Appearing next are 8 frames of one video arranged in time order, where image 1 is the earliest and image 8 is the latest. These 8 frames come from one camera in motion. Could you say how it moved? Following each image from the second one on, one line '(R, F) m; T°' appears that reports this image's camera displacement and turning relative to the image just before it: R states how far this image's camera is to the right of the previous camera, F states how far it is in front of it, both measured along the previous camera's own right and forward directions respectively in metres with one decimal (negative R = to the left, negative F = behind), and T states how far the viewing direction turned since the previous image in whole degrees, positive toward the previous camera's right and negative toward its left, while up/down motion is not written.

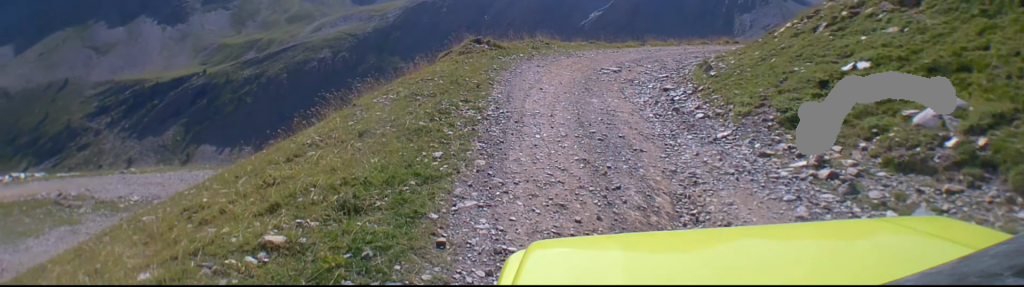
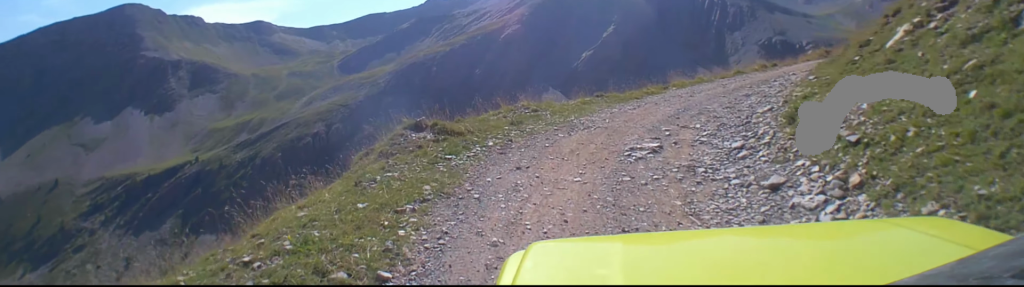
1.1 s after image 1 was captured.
(0.0, +4.7) m; +3°
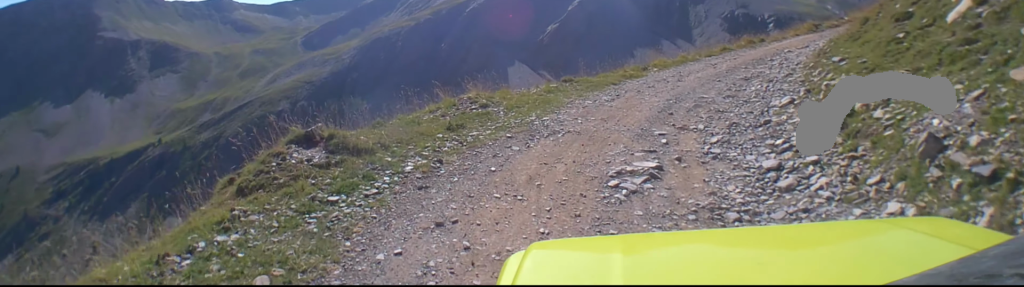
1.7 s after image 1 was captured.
(+0.1, +2.2) m; +8°
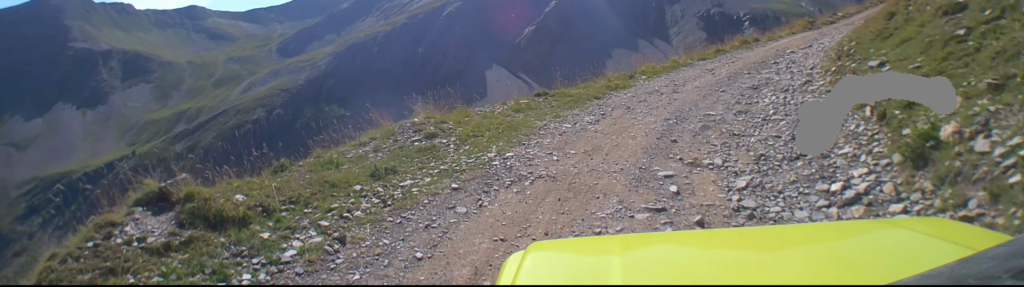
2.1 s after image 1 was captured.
(-0.1, +1.6) m; +7°
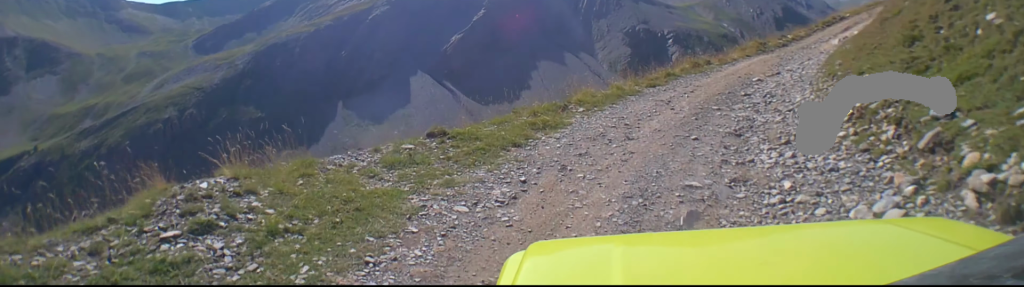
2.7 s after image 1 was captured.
(+0.4, +2.5) m; +10°
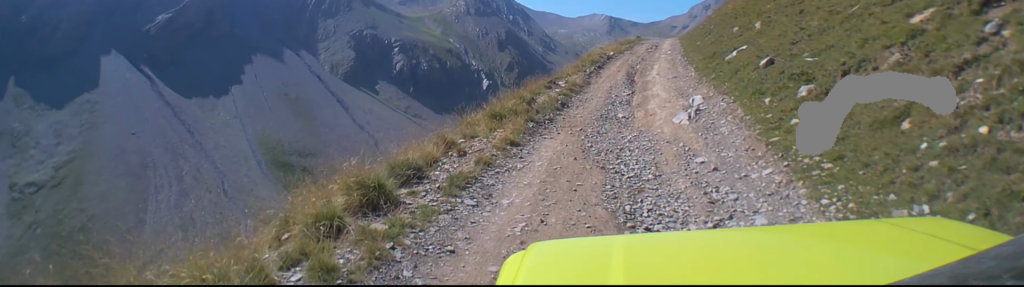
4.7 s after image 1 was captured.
(+2.3, +8.4) m; +23°
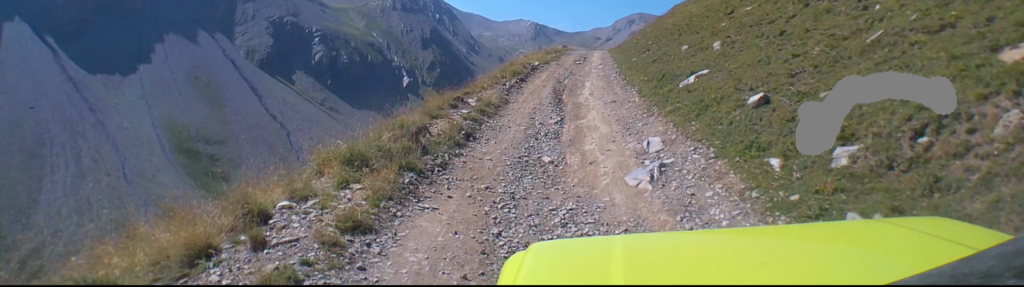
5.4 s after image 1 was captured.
(+0.4, +2.9) m; -1°
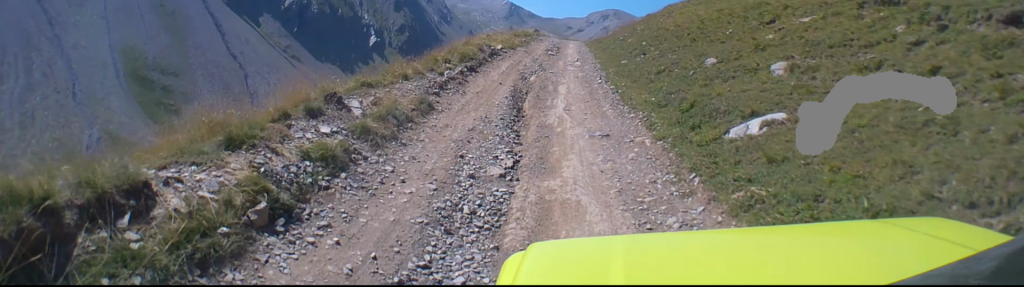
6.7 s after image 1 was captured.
(-0.5, +5.2) m; +1°
